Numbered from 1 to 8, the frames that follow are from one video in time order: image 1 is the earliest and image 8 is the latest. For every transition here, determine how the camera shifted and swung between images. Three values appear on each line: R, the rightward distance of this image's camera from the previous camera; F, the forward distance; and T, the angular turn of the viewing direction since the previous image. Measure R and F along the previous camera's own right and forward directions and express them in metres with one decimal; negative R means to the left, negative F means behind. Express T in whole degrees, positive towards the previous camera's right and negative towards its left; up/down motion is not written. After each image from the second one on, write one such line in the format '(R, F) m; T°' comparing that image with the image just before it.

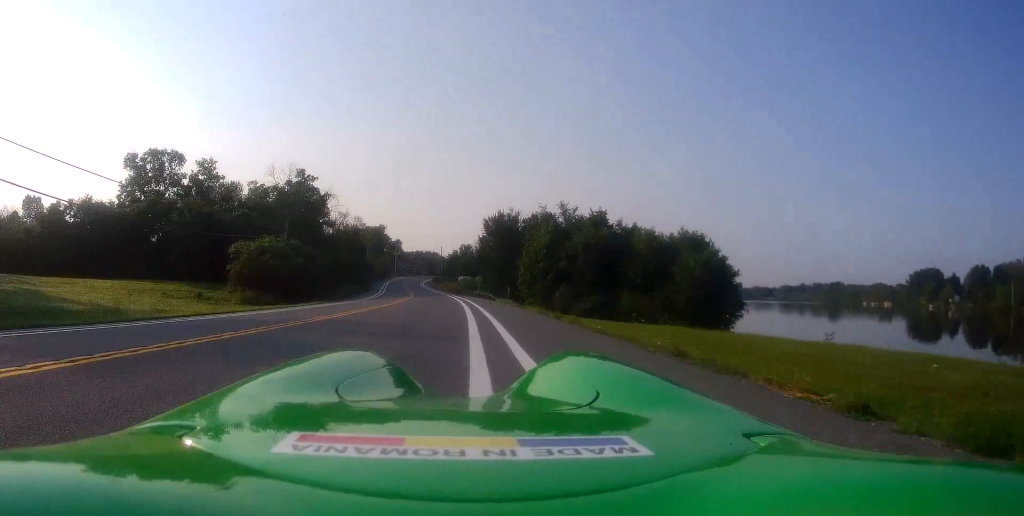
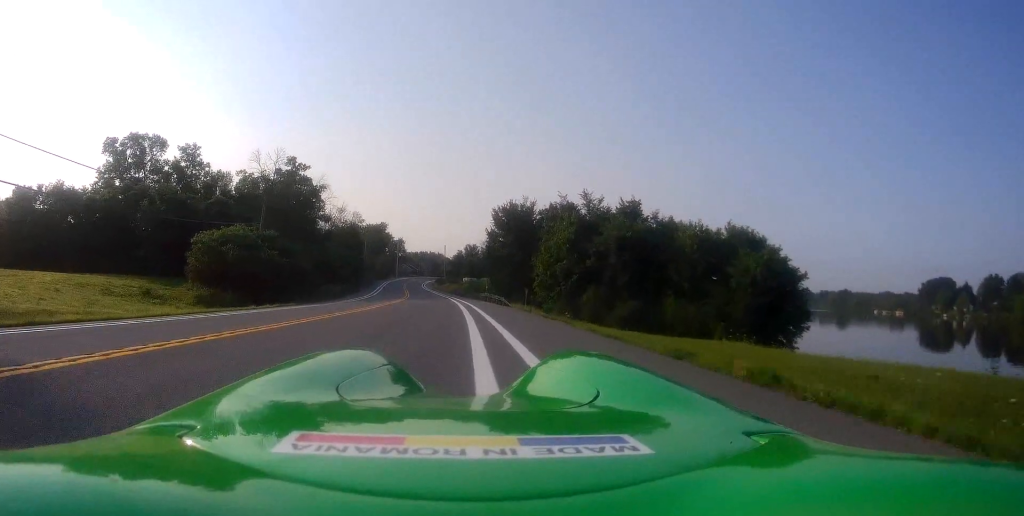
(+0.3, +9.9) m; 0°
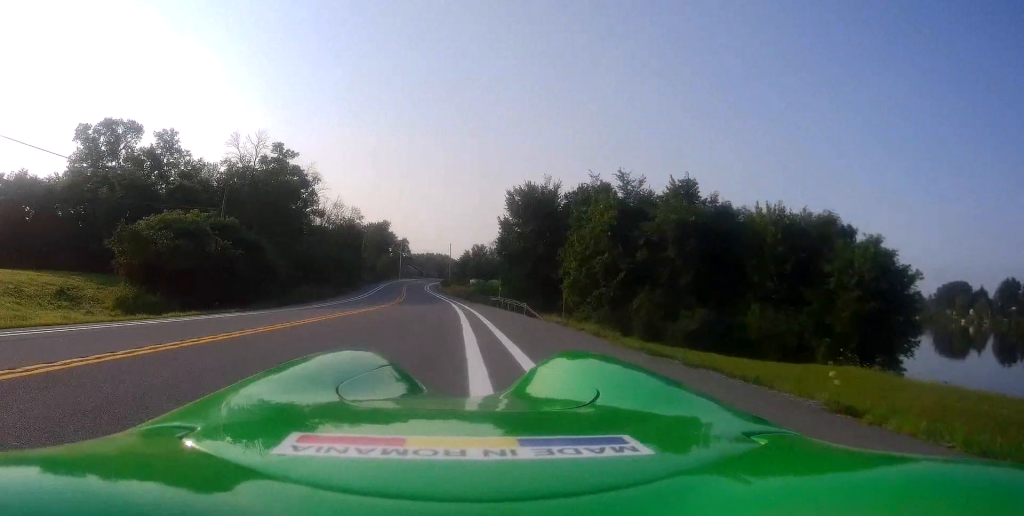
(-0.2, +10.8) m; -1°
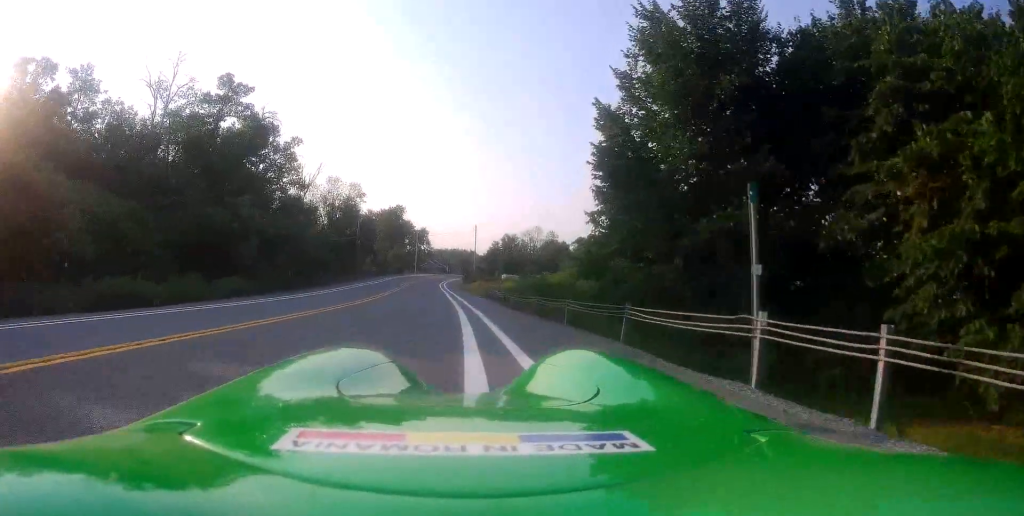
(-0.8, +28.8) m; -5°
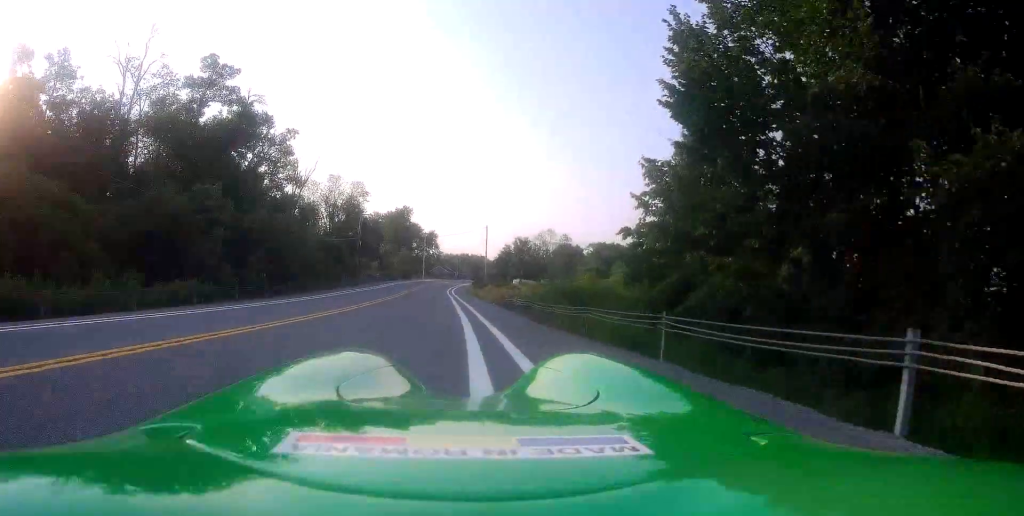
(-0.2, +6.7) m; -1°
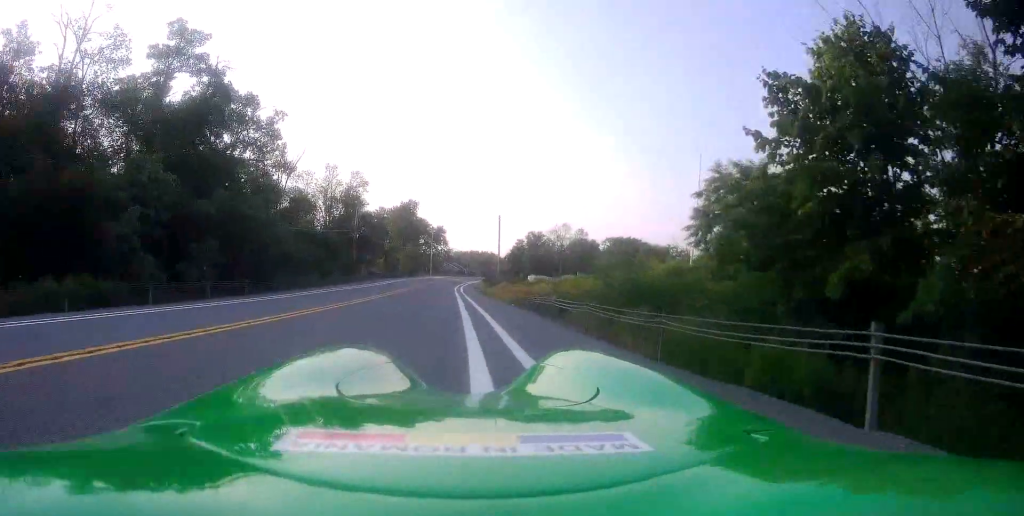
(-0.1, +8.6) m; 0°
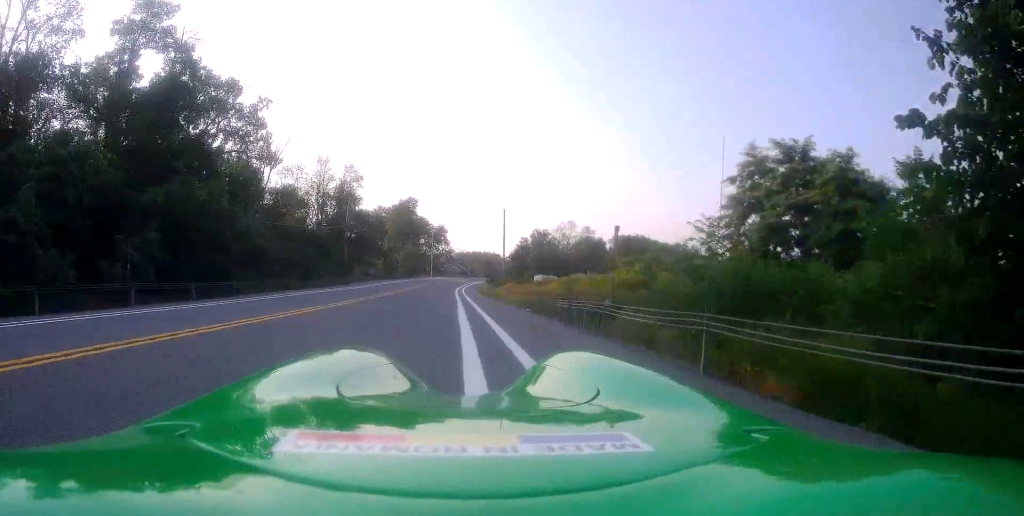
(0.0, +6.3) m; +1°
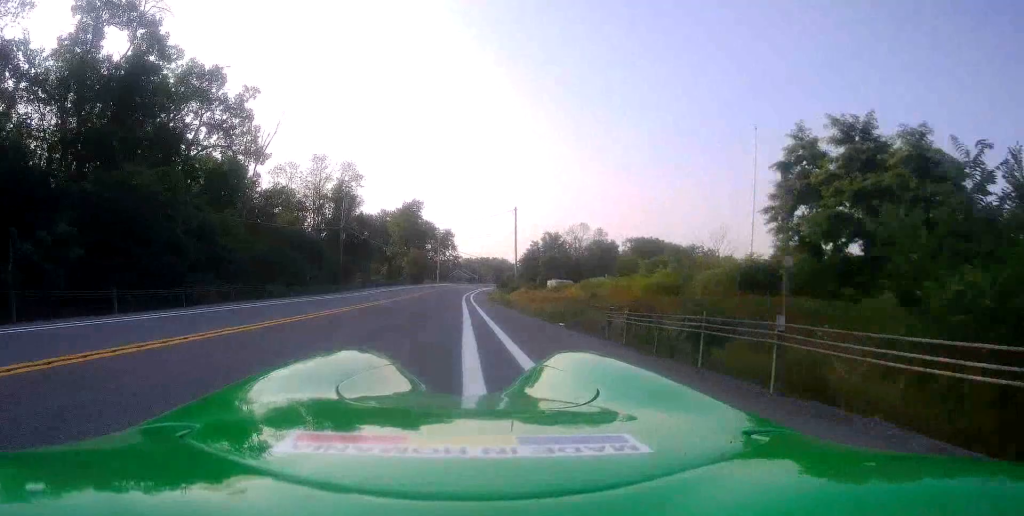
(+0.1, +6.2) m; +1°
